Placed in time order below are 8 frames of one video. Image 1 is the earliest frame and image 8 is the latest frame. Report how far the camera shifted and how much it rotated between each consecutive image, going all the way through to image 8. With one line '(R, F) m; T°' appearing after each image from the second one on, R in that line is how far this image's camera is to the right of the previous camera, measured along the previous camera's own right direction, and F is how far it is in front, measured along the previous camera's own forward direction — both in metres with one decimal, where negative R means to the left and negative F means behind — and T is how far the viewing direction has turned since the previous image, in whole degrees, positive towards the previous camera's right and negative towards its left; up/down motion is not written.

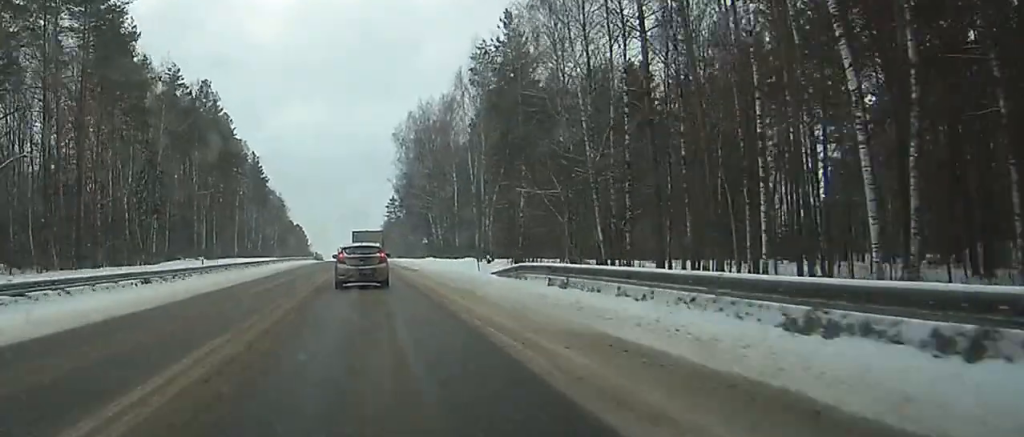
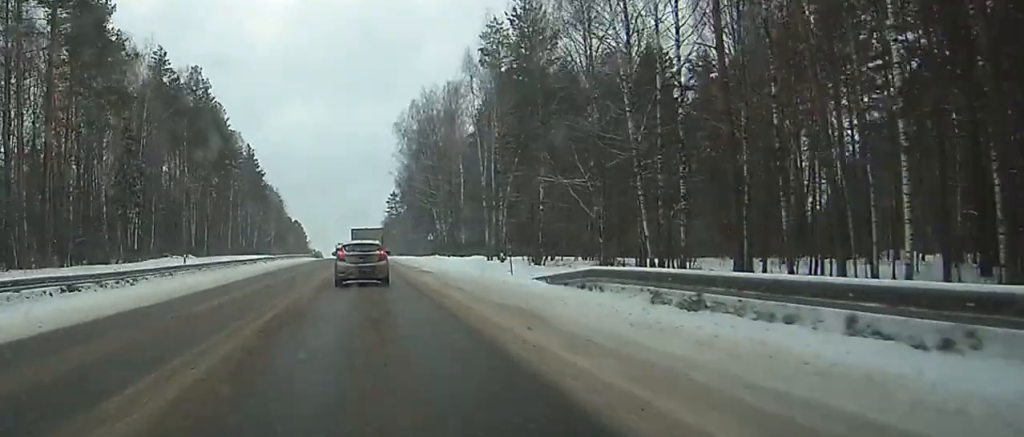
(0.0, +7.8) m; 0°
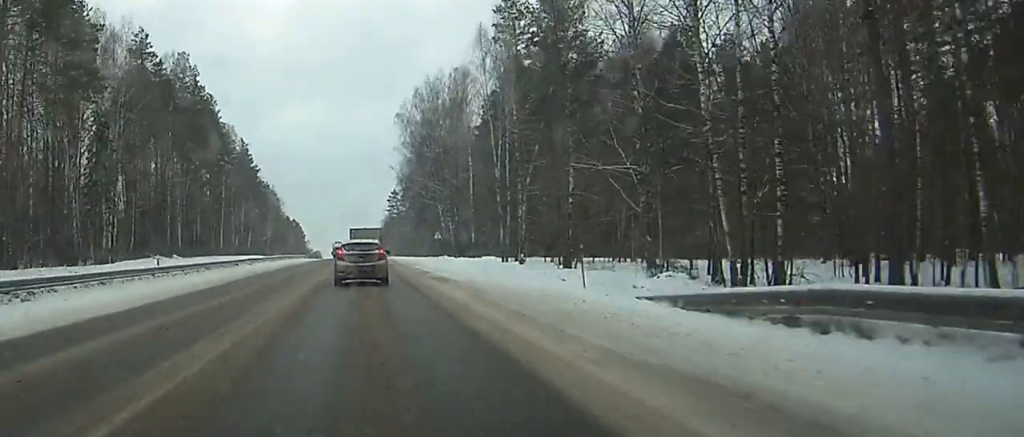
(0.0, +9.0) m; 0°
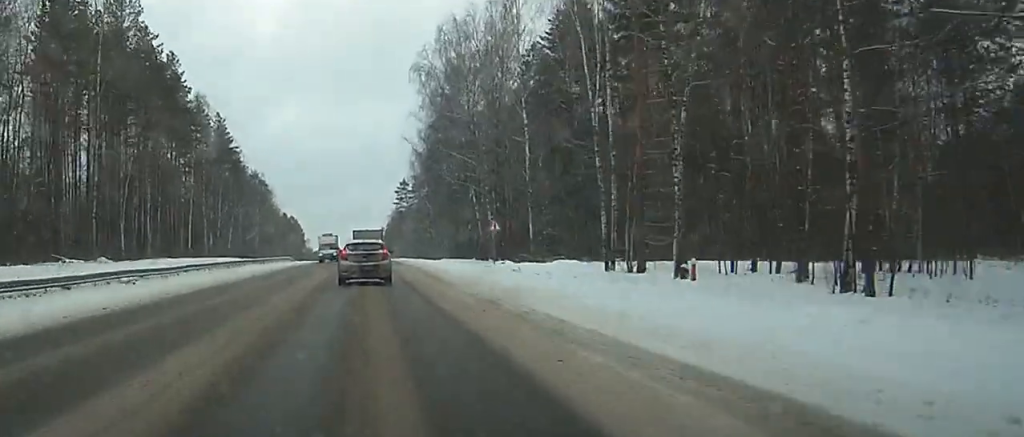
(-0.1, +28.7) m; 0°
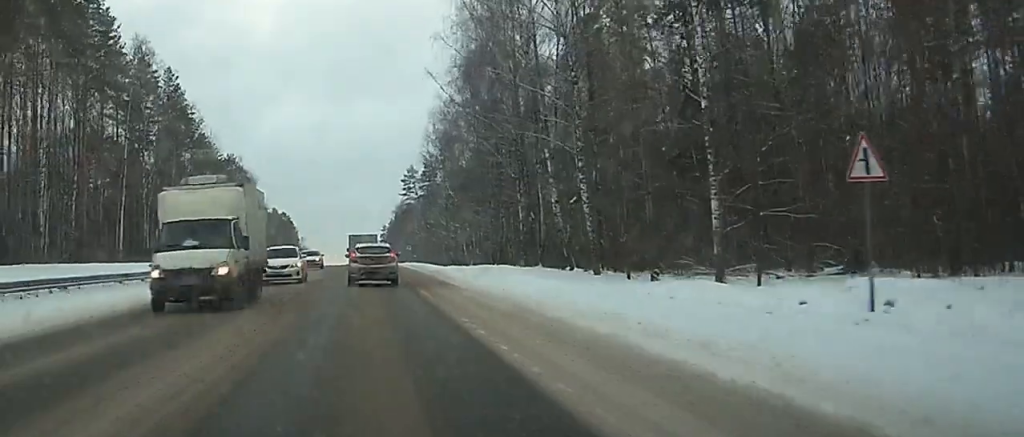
(+0.1, +43.8) m; 0°
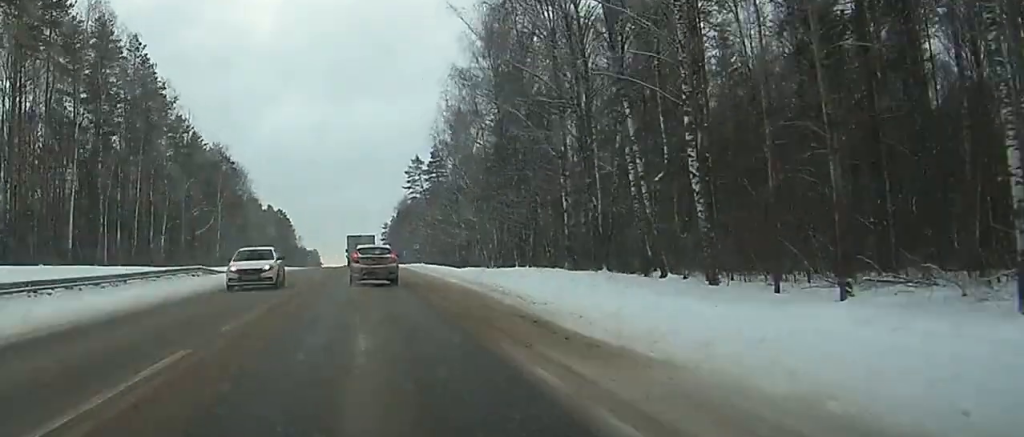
(-0.1, +19.1) m; 0°
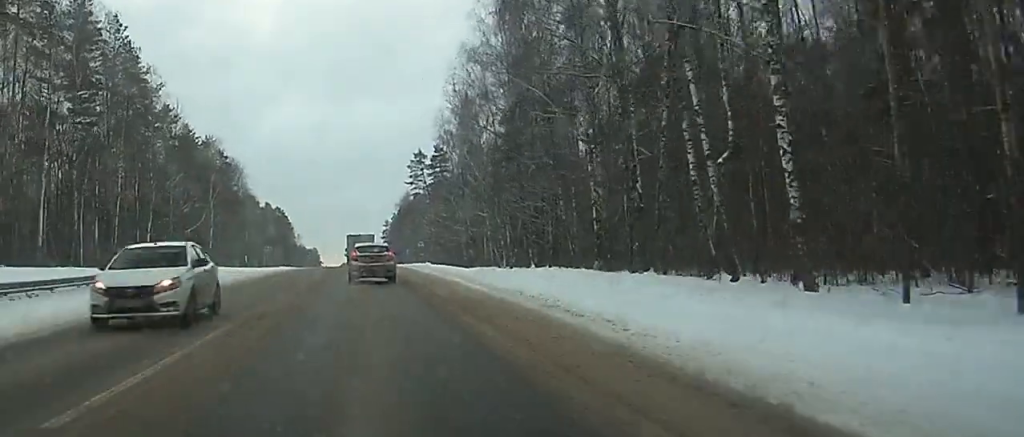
(0.0, +8.3) m; 0°
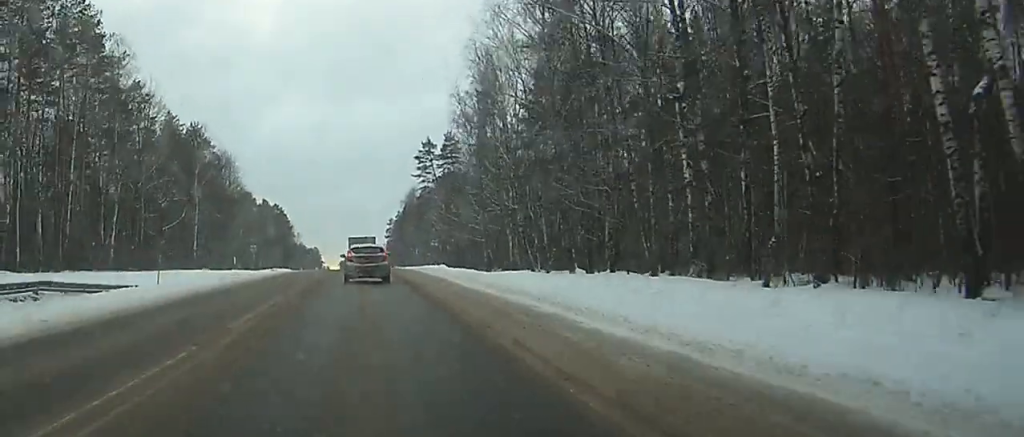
(0.0, +16.2) m; 0°
